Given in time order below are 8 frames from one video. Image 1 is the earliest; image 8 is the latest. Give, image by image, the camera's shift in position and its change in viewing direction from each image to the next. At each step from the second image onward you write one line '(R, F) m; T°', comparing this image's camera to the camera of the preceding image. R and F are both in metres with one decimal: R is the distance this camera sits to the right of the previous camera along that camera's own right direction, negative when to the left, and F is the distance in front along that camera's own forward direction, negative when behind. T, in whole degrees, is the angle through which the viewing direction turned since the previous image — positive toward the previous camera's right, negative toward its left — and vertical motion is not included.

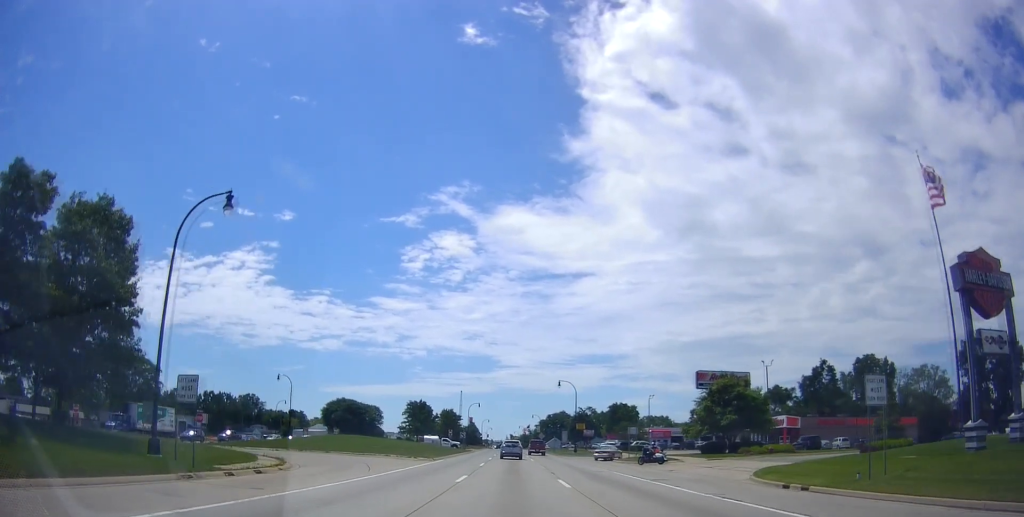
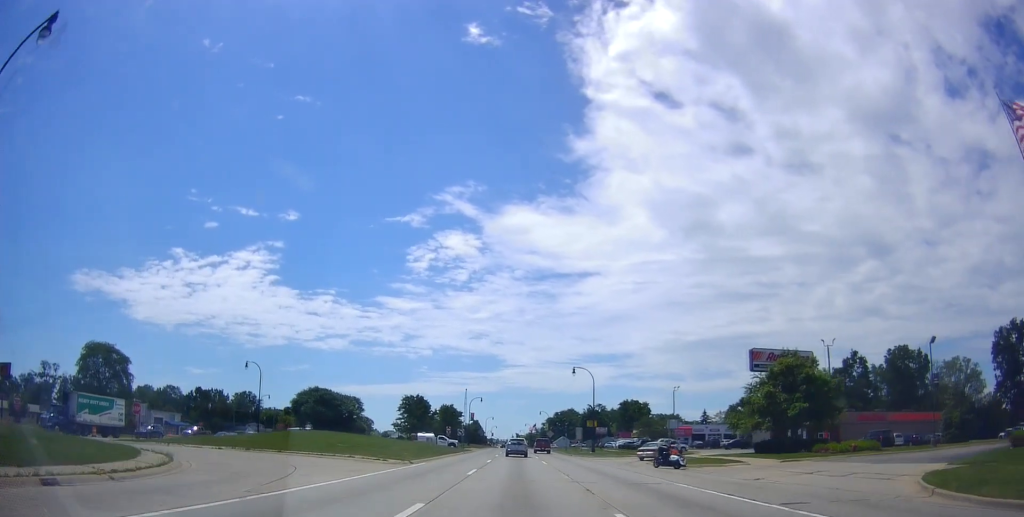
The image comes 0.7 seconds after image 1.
(-0.3, +12.1) m; 0°
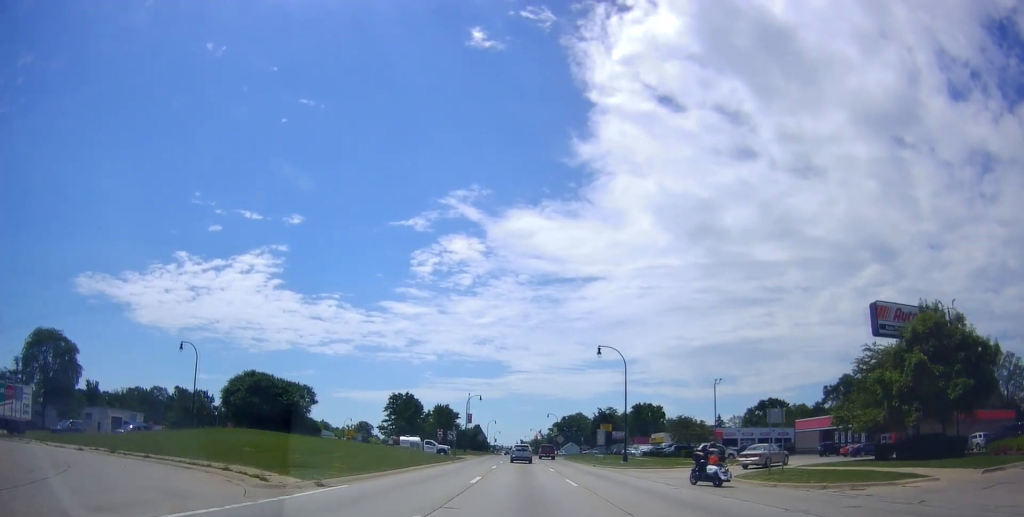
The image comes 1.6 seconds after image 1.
(+0.2, +16.4) m; -1°
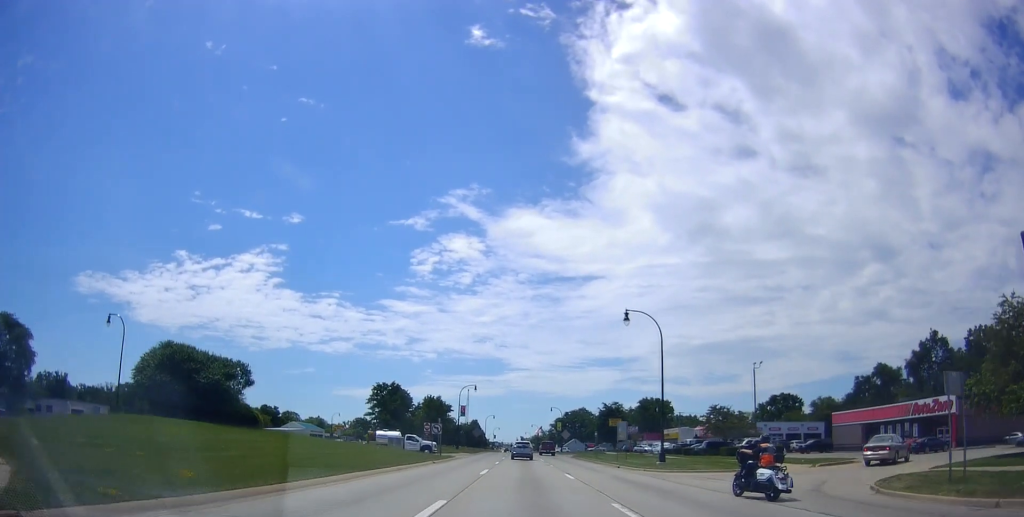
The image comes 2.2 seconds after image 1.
(-0.1, +12.0) m; 0°
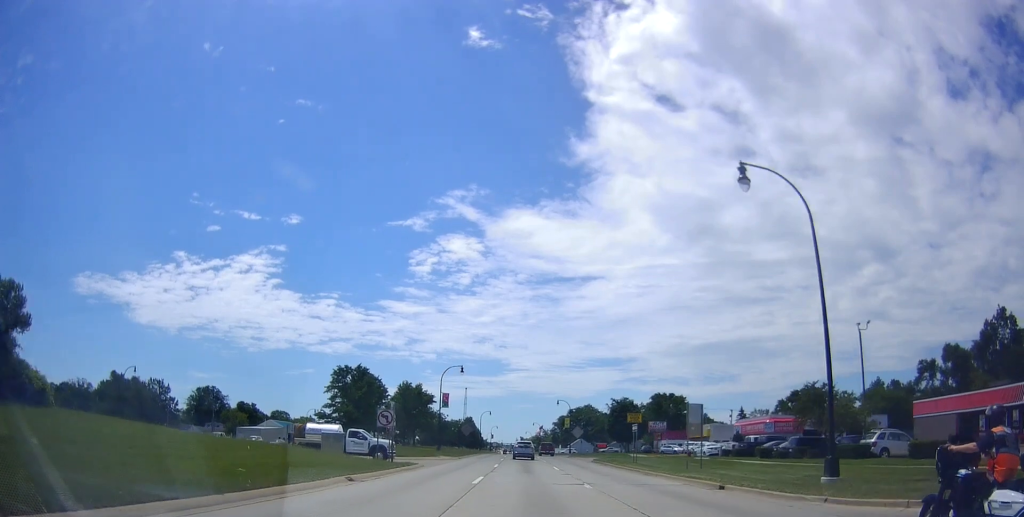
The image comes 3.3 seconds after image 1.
(-0.2, +19.7) m; 0°
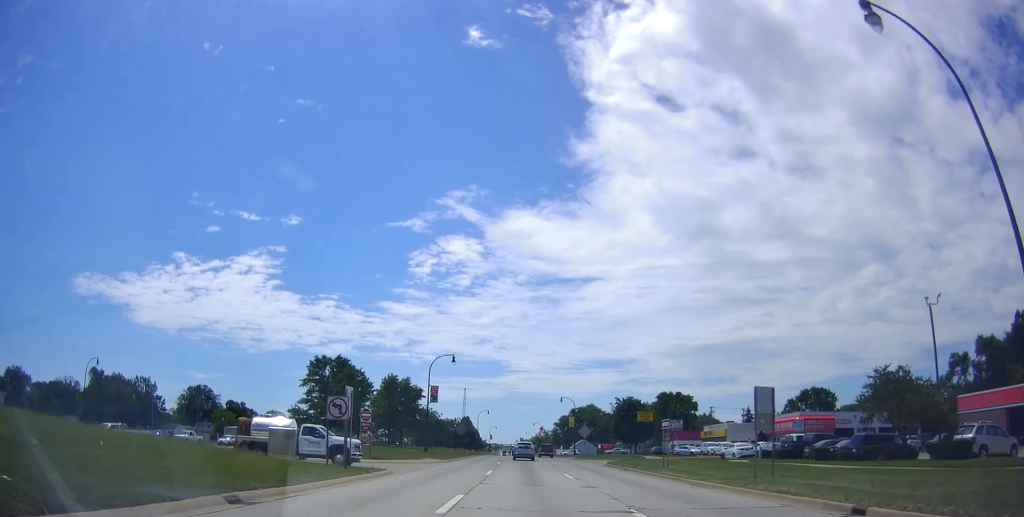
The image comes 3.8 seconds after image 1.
(+0.4, +8.4) m; 0°
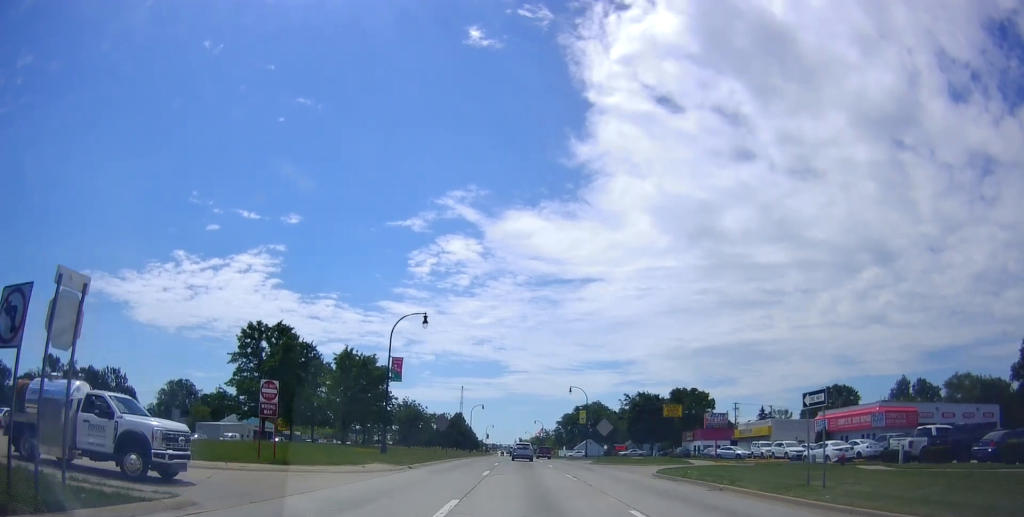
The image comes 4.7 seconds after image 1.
(-0.6, +16.9) m; 0°
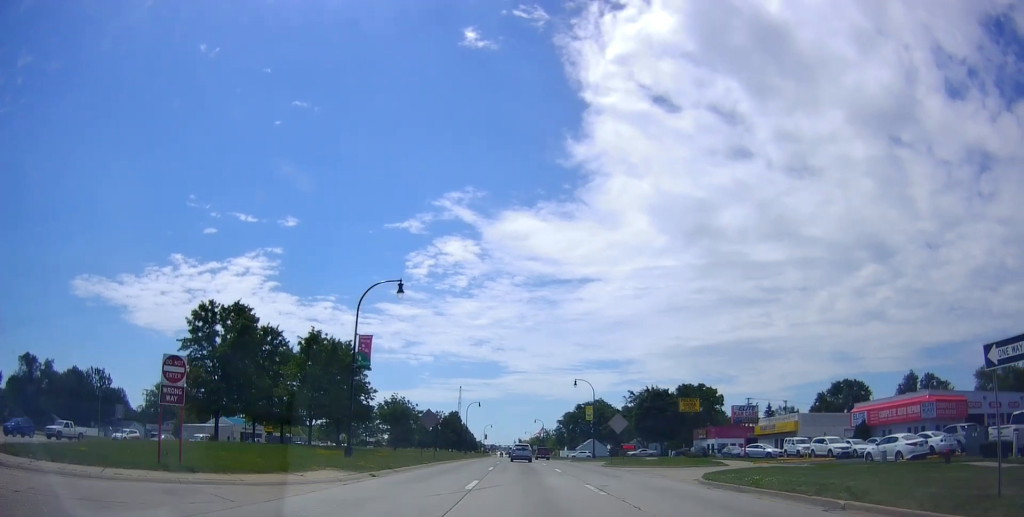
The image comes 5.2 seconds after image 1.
(+0.1, +7.9) m; 0°
